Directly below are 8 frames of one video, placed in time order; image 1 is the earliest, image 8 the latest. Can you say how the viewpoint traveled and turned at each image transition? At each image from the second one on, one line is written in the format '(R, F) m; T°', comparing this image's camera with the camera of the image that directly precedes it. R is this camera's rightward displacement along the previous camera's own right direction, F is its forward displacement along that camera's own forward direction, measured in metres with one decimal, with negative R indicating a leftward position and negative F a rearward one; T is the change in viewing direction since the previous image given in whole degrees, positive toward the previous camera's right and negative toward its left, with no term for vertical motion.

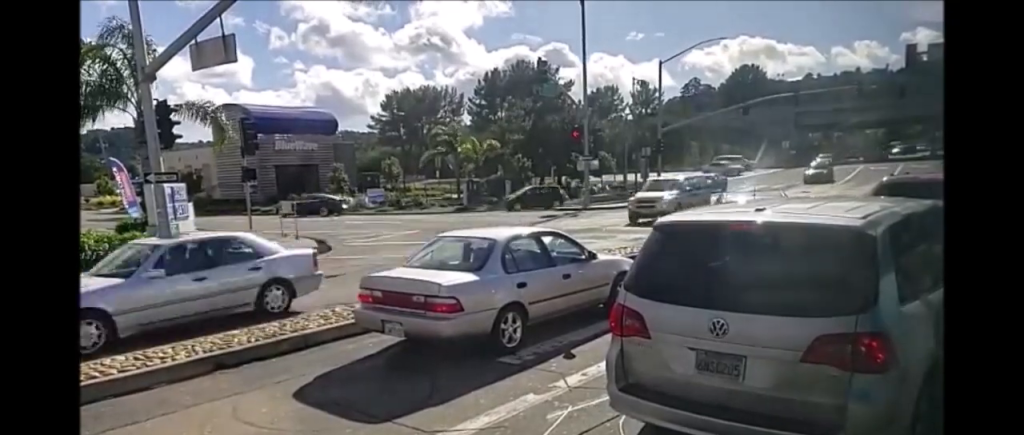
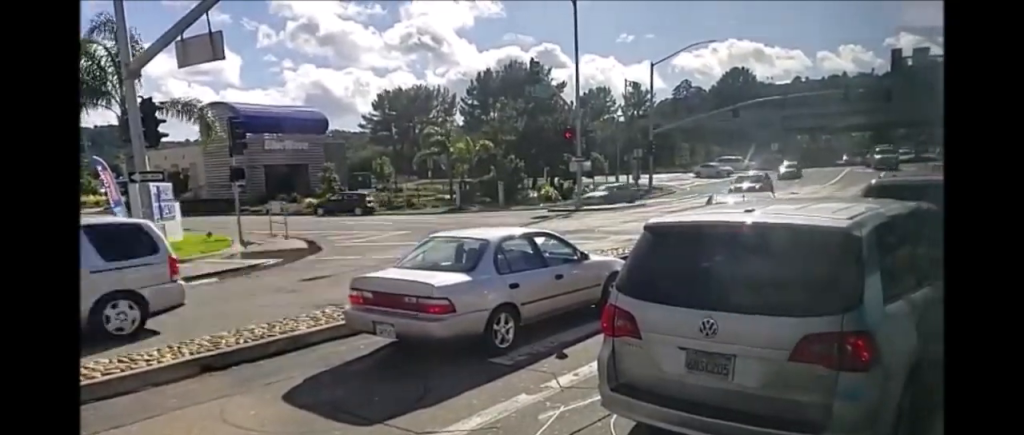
(0.0, 0.0) m; 0°
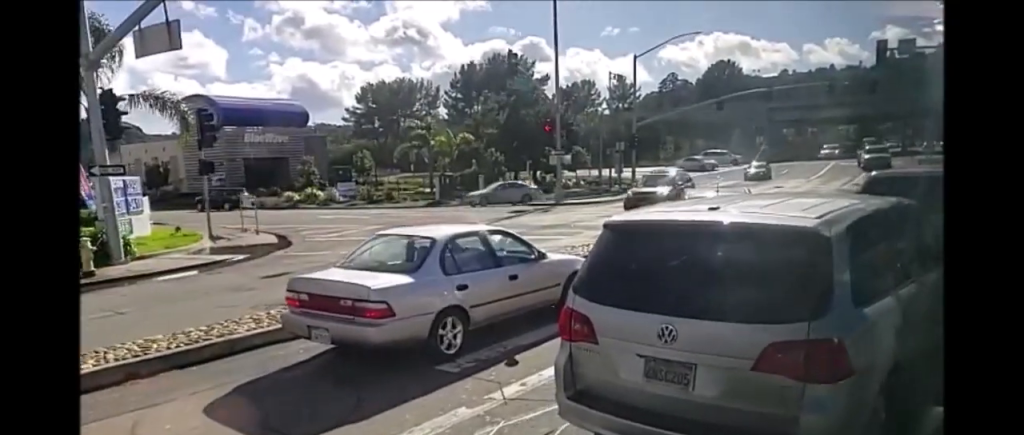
(0.0, 0.0) m; 0°
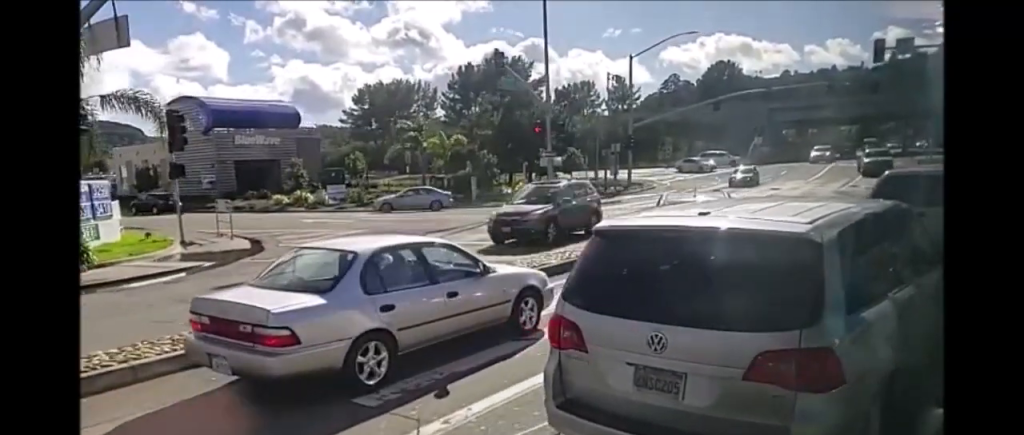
(+0.1, +0.1) m; +1°
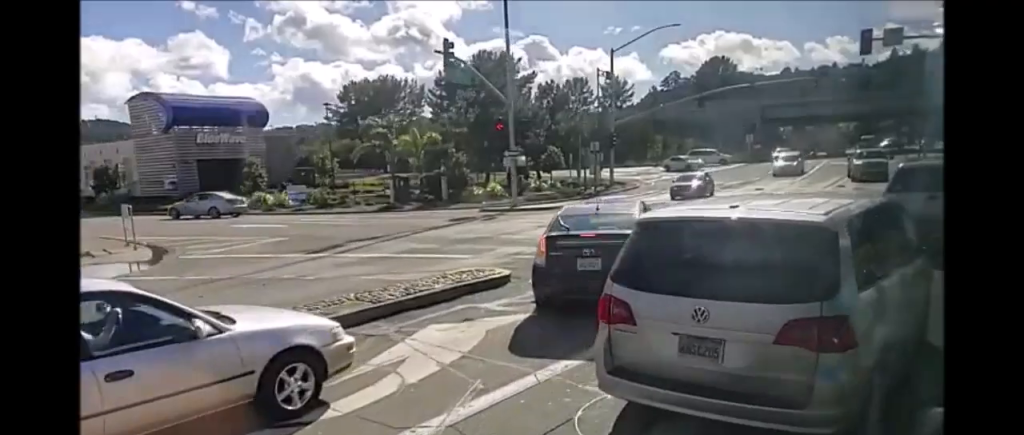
(+0.7, +1.8) m; +16°
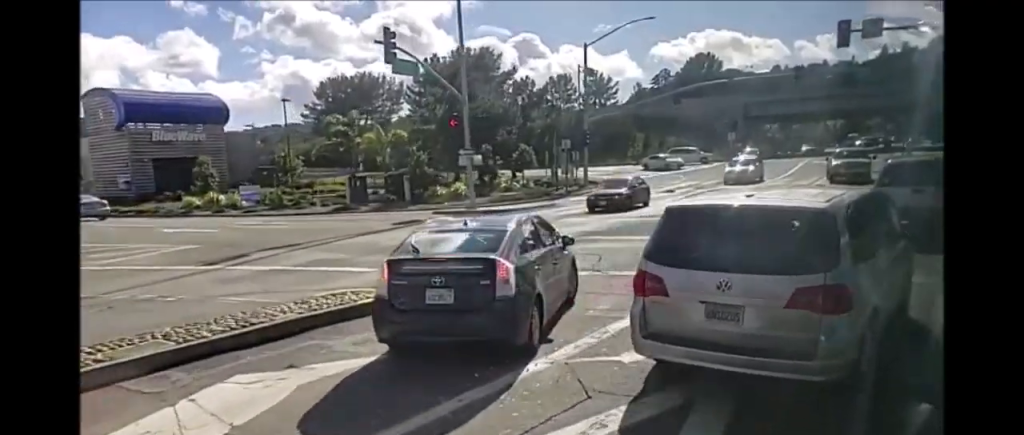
(0.0, +1.8) m; -7°
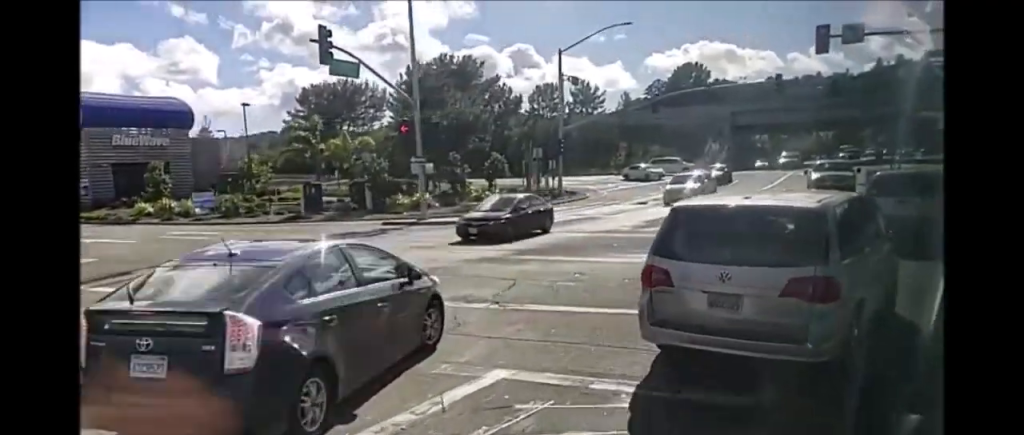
(-0.2, +2.3) m; -3°
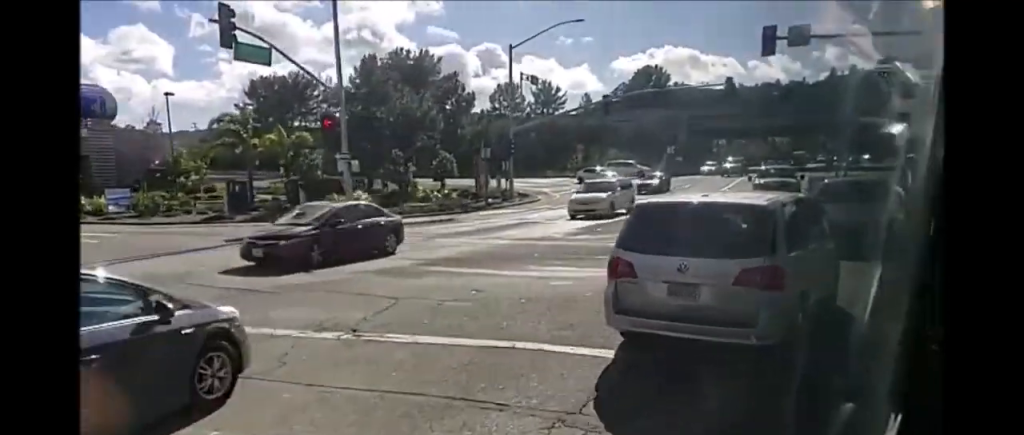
(-0.1, +1.8) m; -2°
